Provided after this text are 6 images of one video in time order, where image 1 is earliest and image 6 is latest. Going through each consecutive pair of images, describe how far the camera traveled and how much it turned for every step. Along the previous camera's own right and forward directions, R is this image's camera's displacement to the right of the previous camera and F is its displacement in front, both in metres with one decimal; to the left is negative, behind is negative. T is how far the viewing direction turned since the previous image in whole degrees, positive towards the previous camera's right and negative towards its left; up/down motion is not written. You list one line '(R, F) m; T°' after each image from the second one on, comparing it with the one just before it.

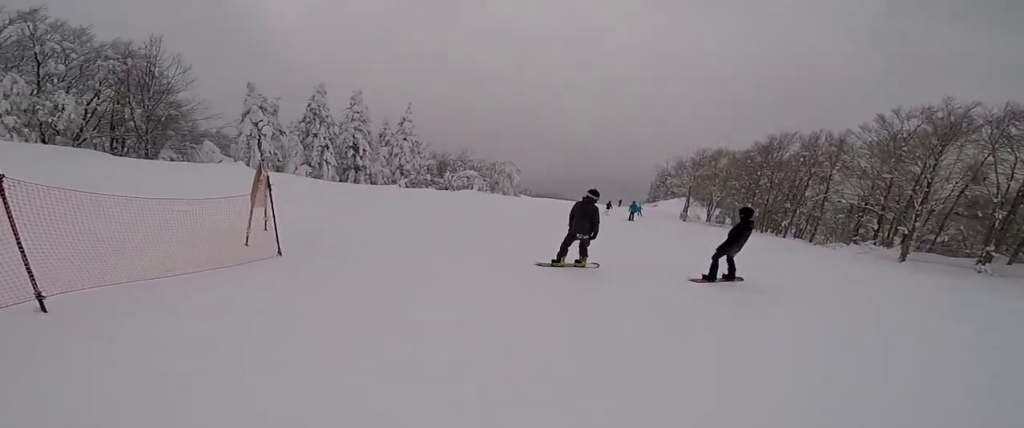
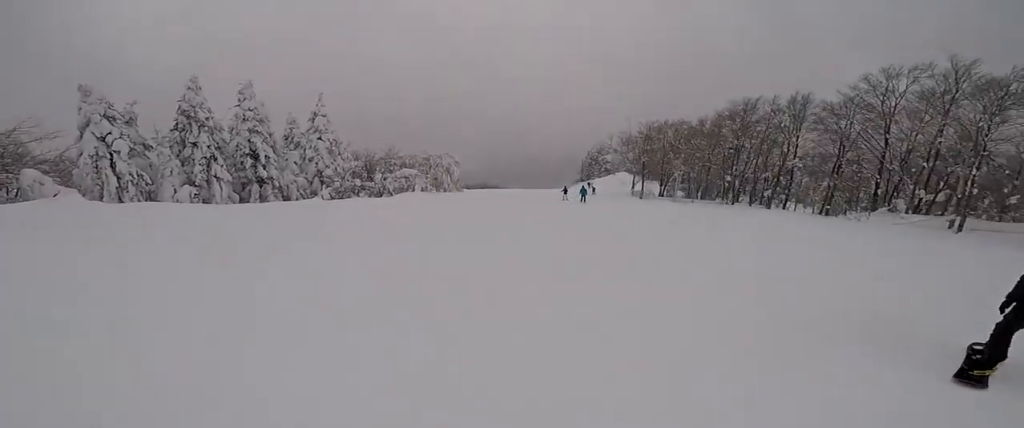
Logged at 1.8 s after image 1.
(-1.1, +7.5) m; -9°
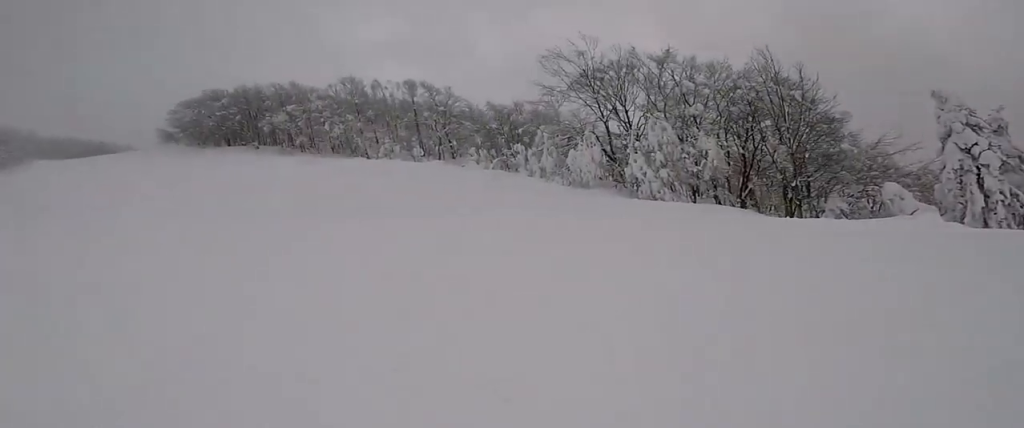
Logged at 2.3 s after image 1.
(0.0, +2.1) m; +5°
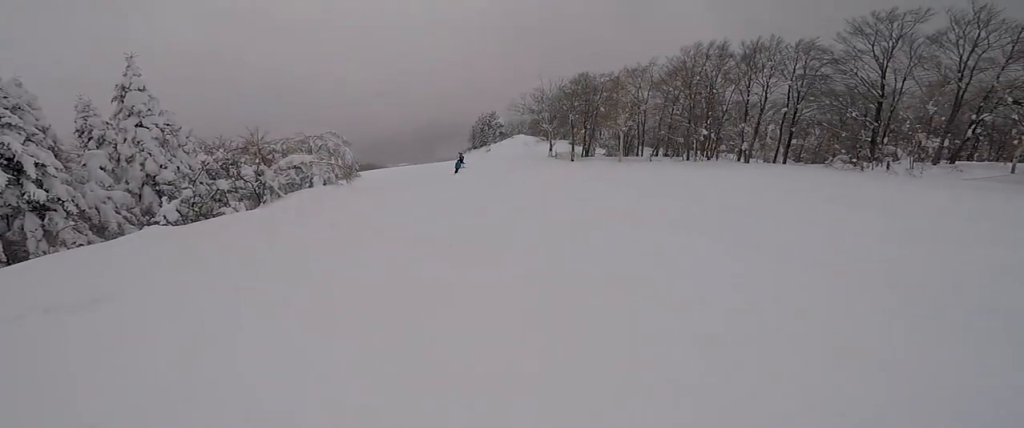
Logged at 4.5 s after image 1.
(+3.5, +9.1) m; +34°
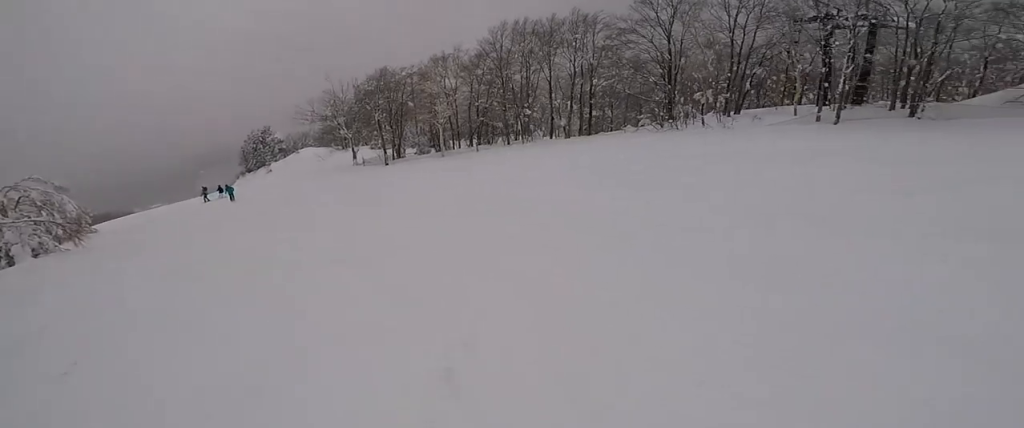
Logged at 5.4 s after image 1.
(+0.1, +4.6) m; +16°
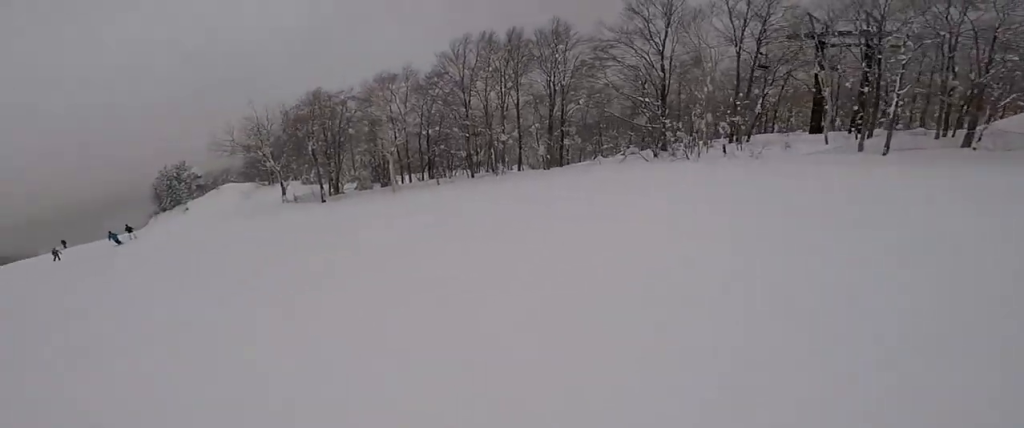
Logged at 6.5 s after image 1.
(+1.3, +6.0) m; -4°
